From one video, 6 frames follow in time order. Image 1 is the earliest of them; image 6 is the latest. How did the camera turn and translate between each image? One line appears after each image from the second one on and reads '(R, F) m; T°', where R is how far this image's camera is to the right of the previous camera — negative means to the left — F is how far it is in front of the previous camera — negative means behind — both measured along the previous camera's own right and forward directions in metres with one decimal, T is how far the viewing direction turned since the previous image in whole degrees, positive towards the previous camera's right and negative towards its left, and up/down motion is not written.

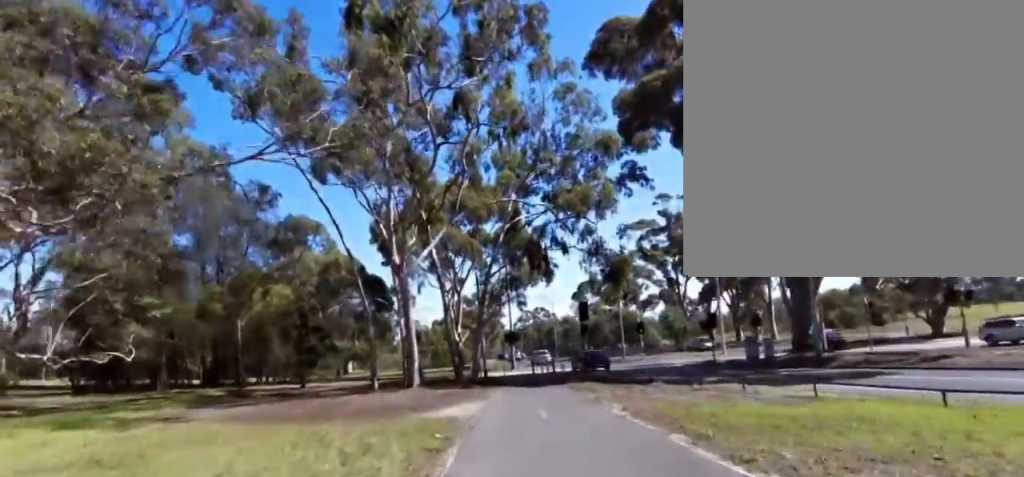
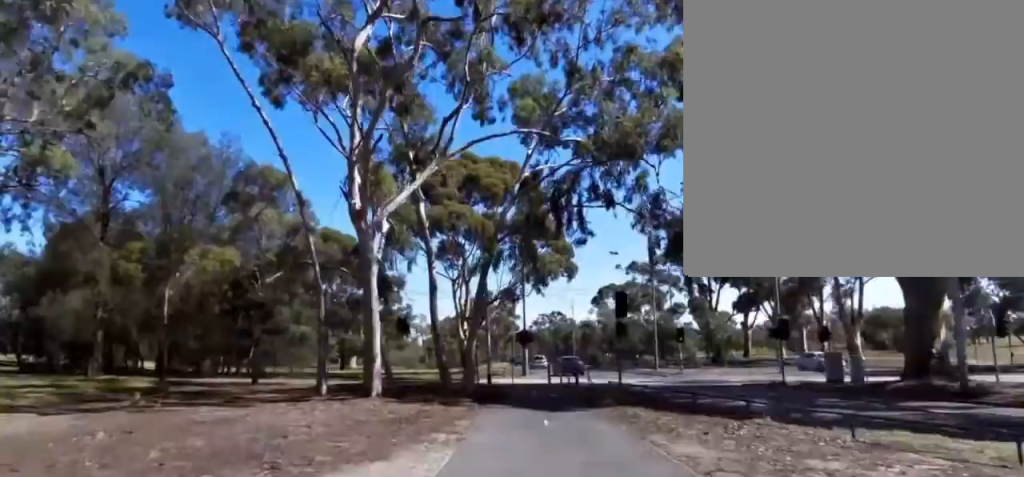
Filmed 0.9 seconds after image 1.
(-0.3, +8.2) m; -3°
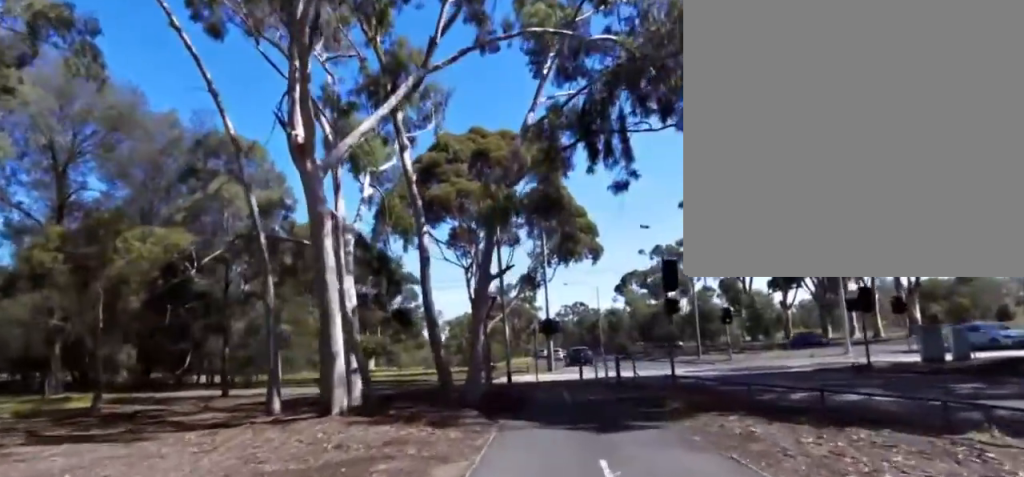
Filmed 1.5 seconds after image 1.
(0.0, +4.9) m; -1°
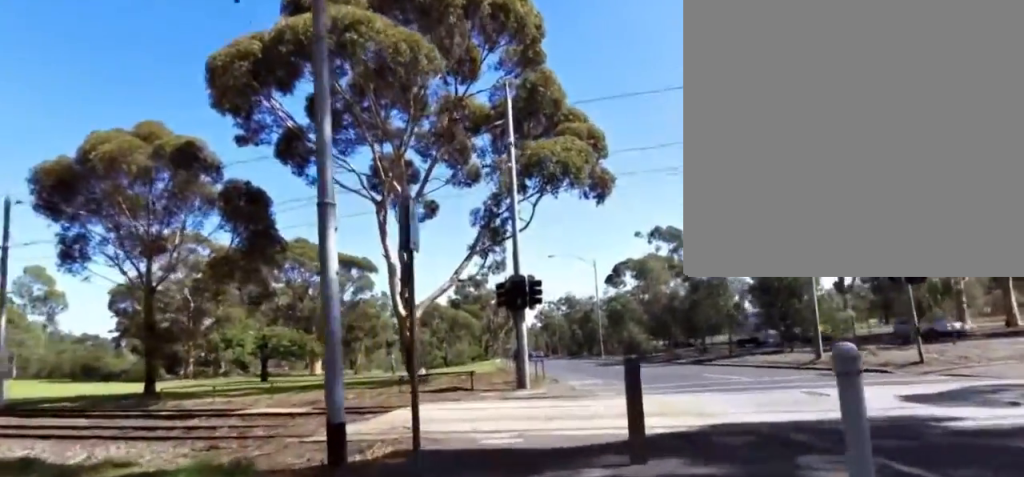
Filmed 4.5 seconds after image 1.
(-1.1, +20.1) m; +1°
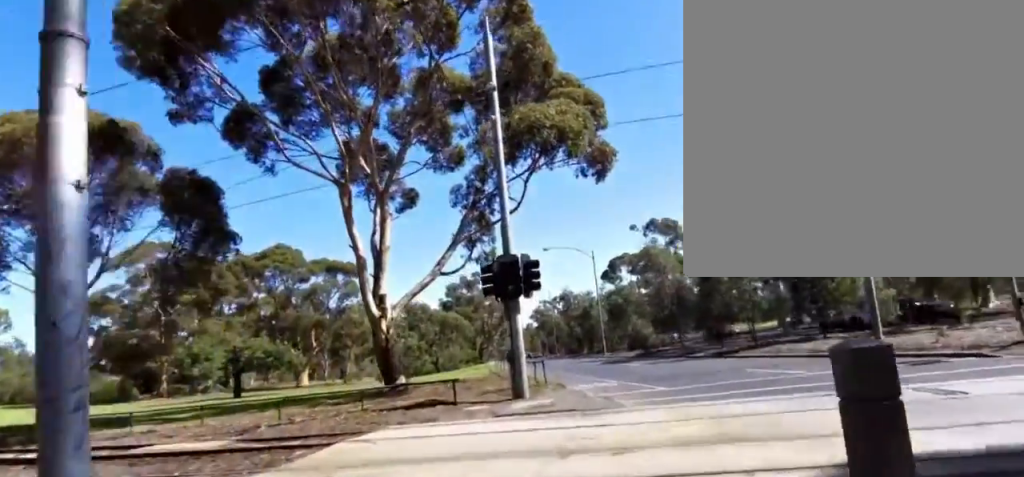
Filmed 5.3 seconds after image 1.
(+0.2, +3.9) m; +9°
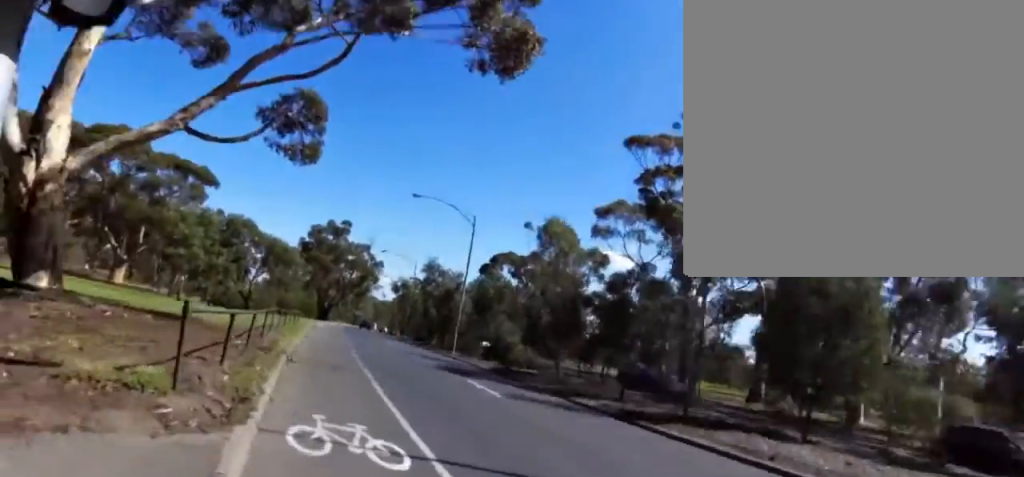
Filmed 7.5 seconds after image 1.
(0.0, +9.6) m; -17°
